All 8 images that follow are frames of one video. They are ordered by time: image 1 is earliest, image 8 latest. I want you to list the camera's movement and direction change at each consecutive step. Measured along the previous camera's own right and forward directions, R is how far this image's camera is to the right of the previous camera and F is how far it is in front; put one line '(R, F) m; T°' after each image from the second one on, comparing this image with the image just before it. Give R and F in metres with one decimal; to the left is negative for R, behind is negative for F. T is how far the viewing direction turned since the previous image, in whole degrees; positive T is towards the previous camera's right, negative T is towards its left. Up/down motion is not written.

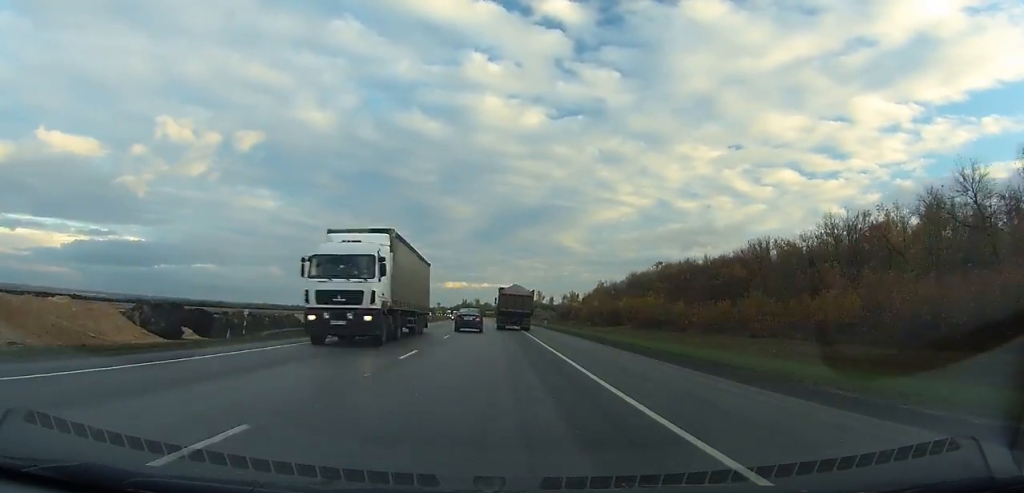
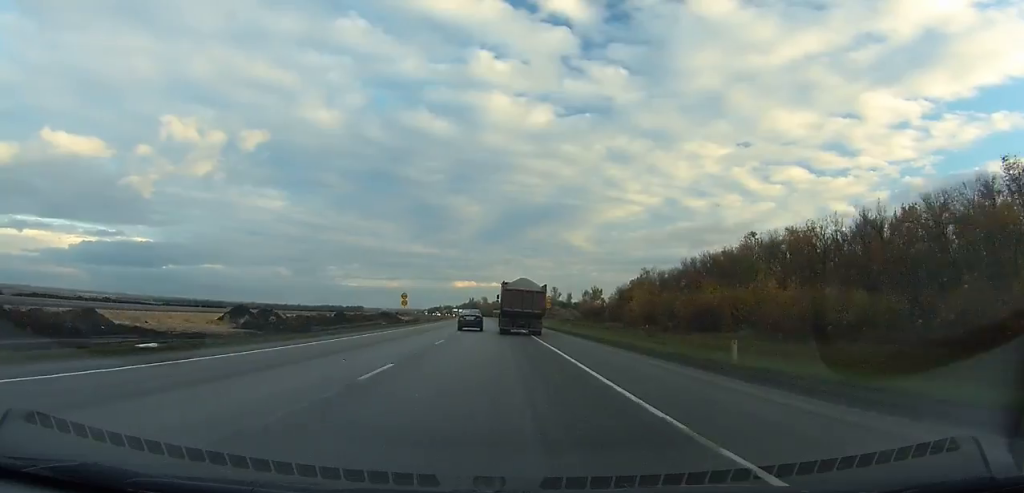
(0.0, +52.0) m; 0°
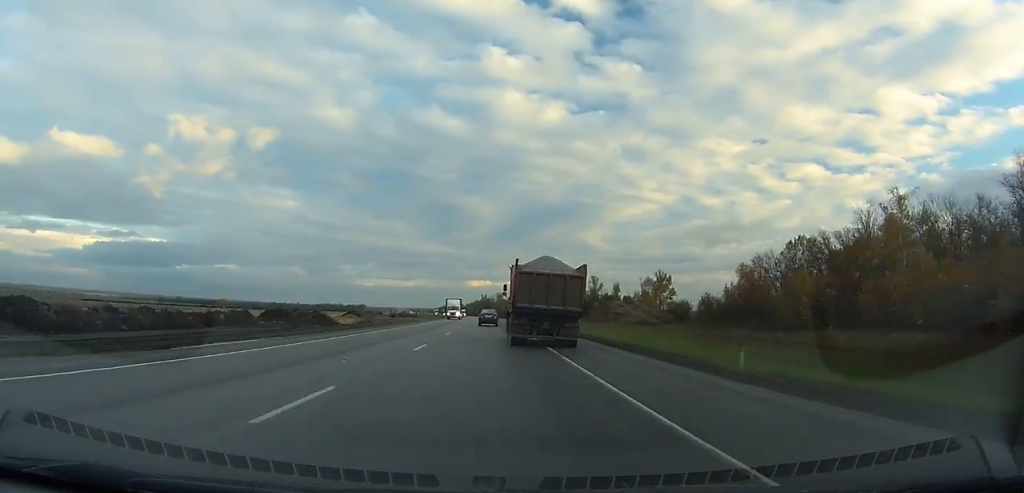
(-1.0, +100.3) m; -1°
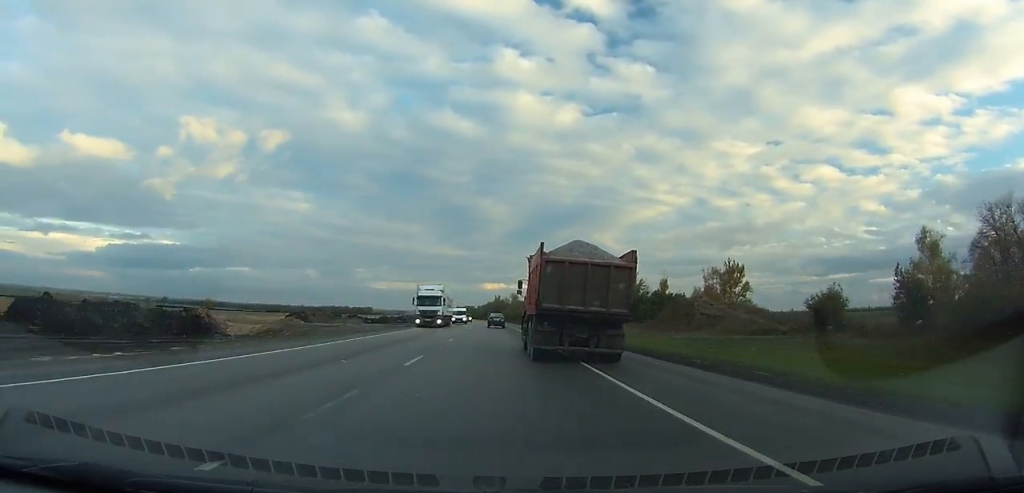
(-0.3, +53.0) m; -1°
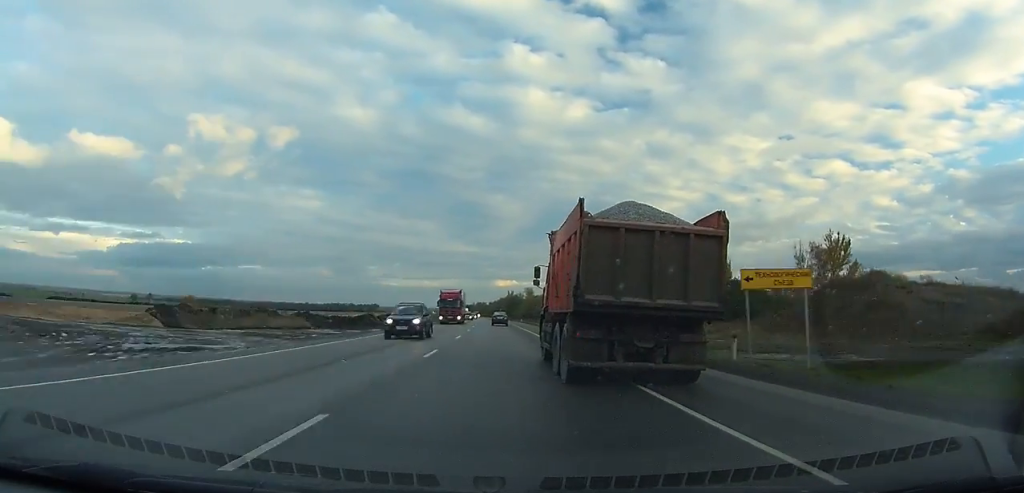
(-0.4, +43.6) m; -1°
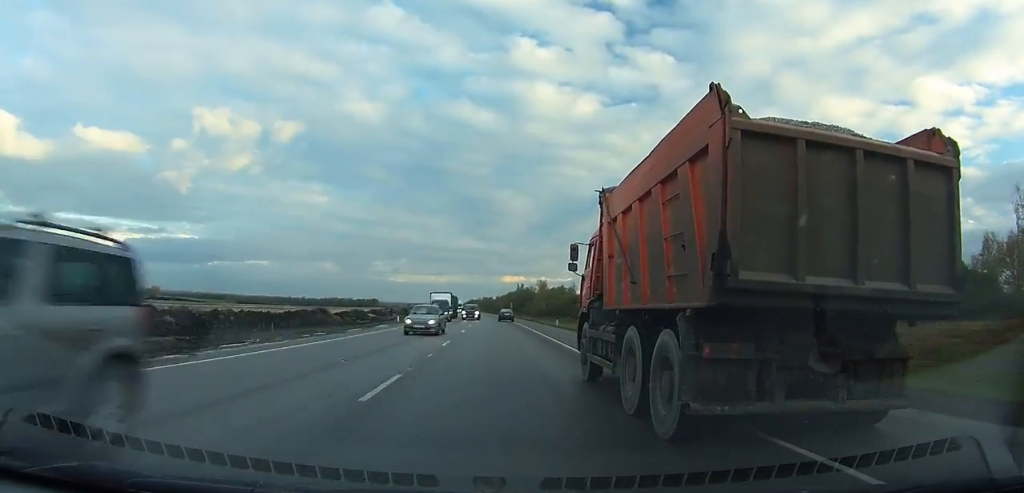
(-0.8, +56.5) m; -1°
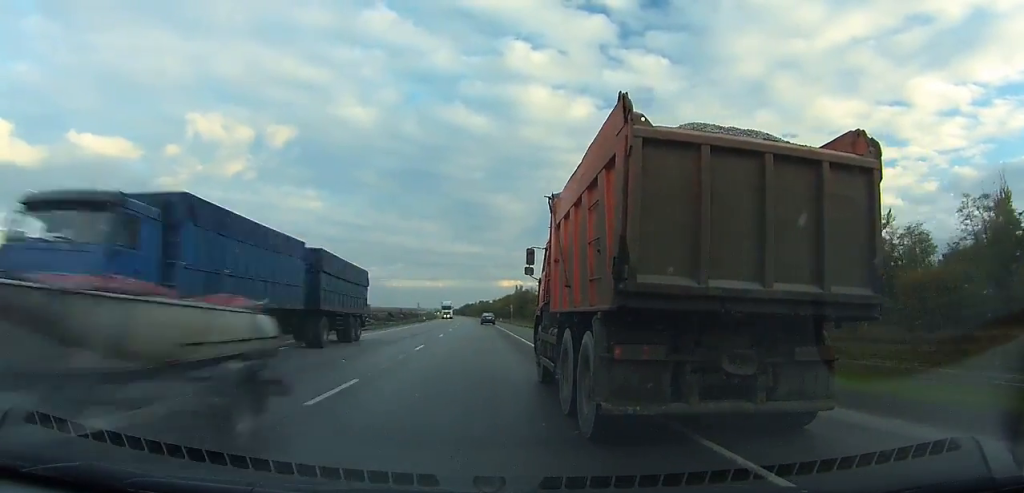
(-0.1, +39.9) m; -1°
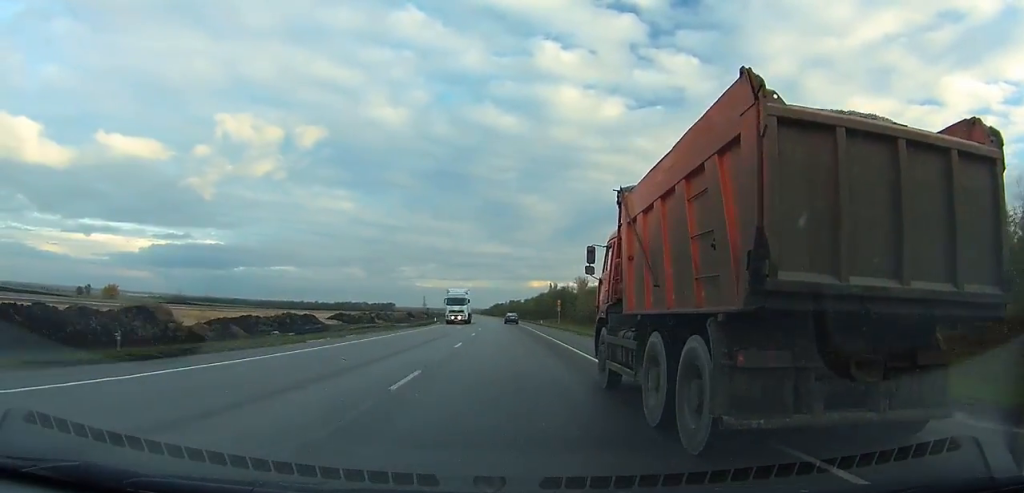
(-0.5, +39.0) m; -1°
